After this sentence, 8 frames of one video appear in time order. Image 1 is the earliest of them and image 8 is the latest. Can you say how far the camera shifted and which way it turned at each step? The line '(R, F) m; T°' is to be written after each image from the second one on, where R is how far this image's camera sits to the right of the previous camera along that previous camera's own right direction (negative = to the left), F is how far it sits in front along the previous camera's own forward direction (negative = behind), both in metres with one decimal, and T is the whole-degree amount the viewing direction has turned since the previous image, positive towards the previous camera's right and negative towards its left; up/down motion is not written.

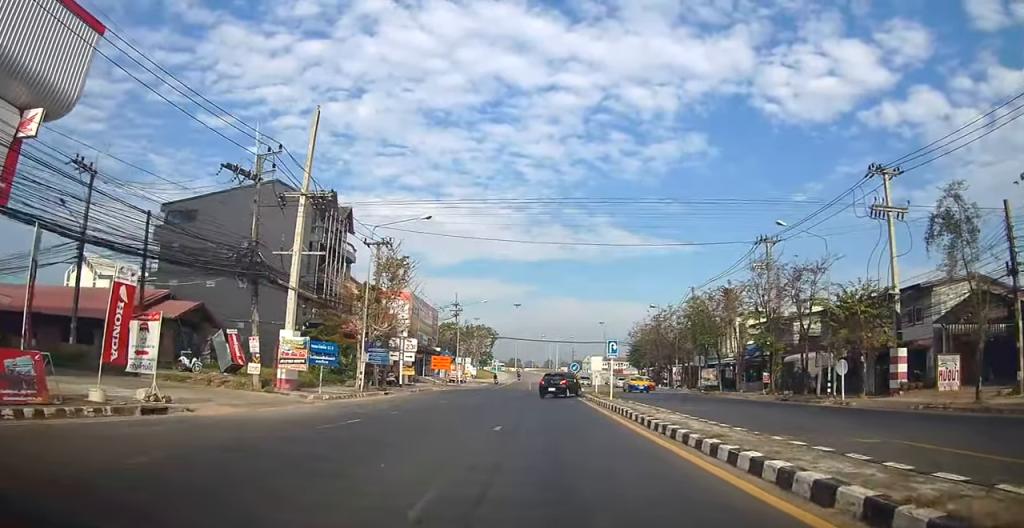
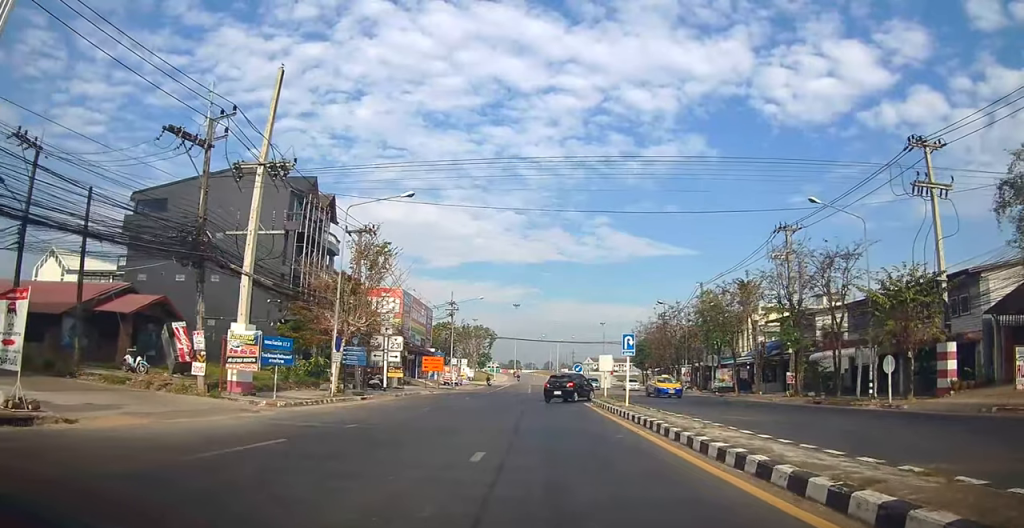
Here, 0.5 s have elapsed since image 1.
(0.0, +4.8) m; -1°
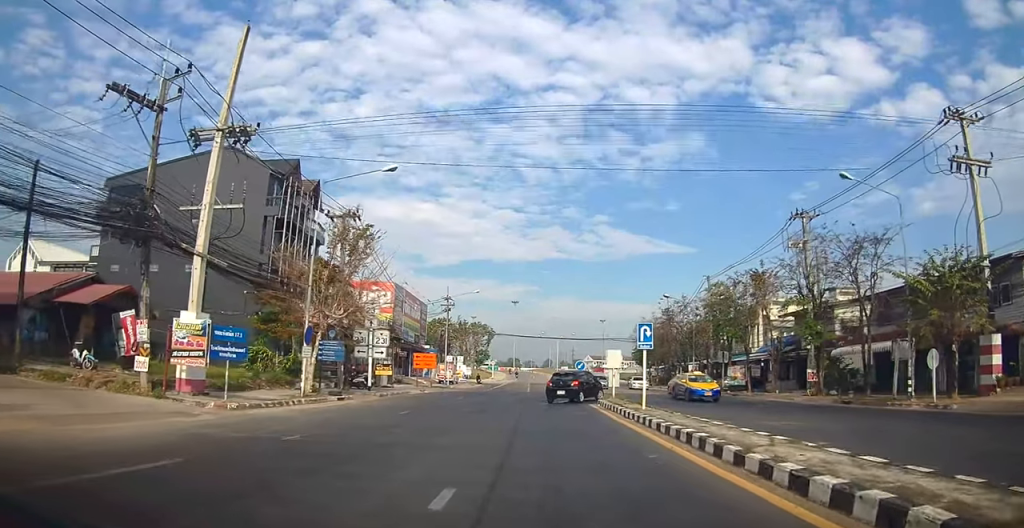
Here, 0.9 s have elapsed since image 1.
(-0.1, +3.6) m; 0°
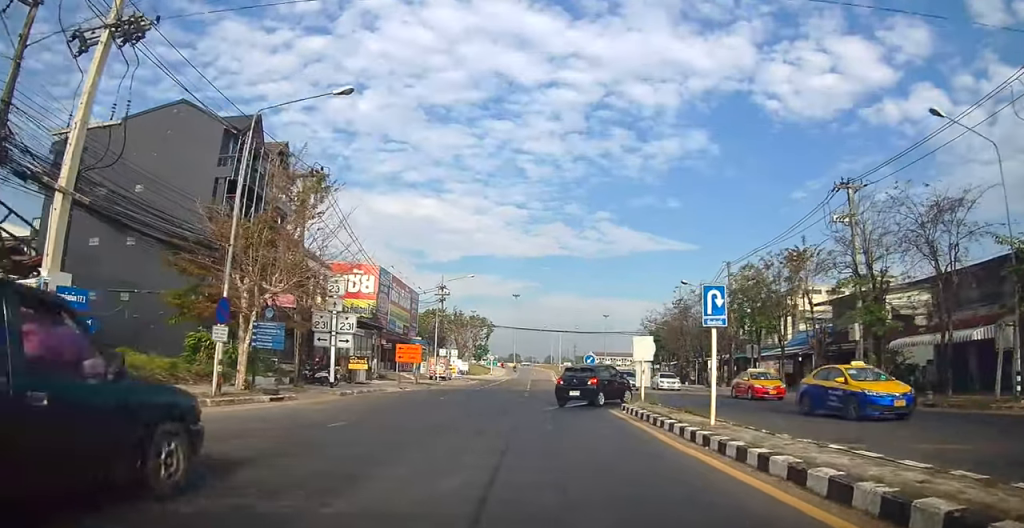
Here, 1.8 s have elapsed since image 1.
(0.0, +7.1) m; 0°
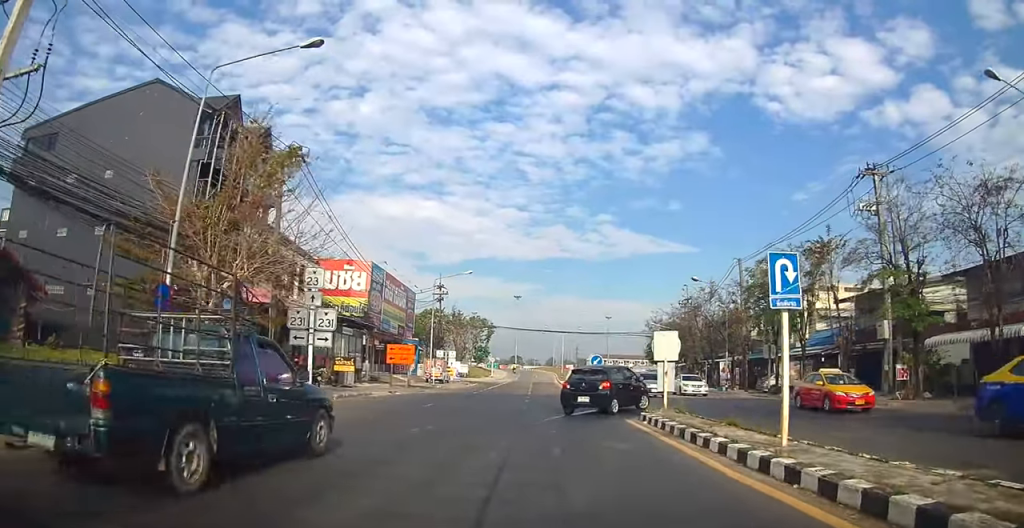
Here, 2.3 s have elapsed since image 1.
(+0.2, +3.6) m; 0°
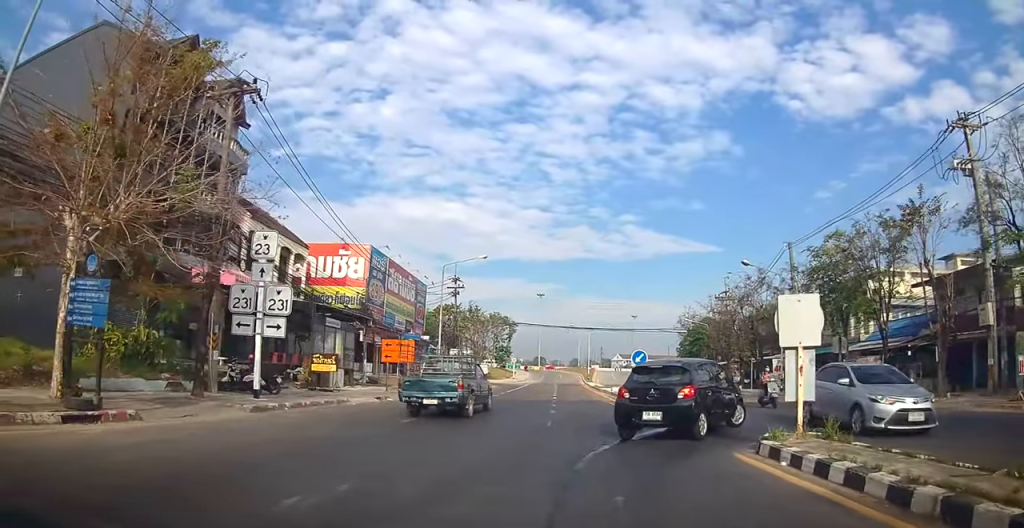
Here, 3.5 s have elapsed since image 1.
(-0.3, +8.6) m; -2°
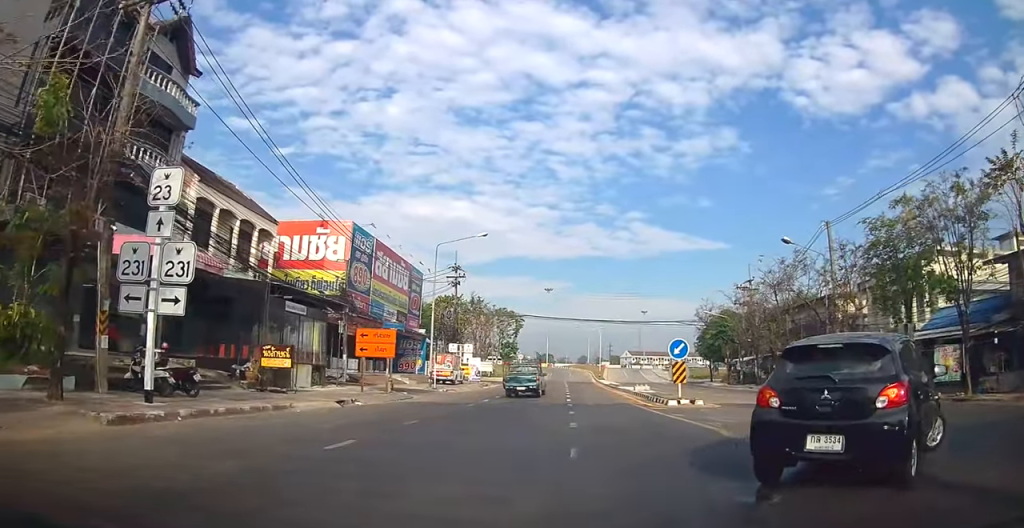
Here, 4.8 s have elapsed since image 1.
(+0.2, +7.1) m; +2°
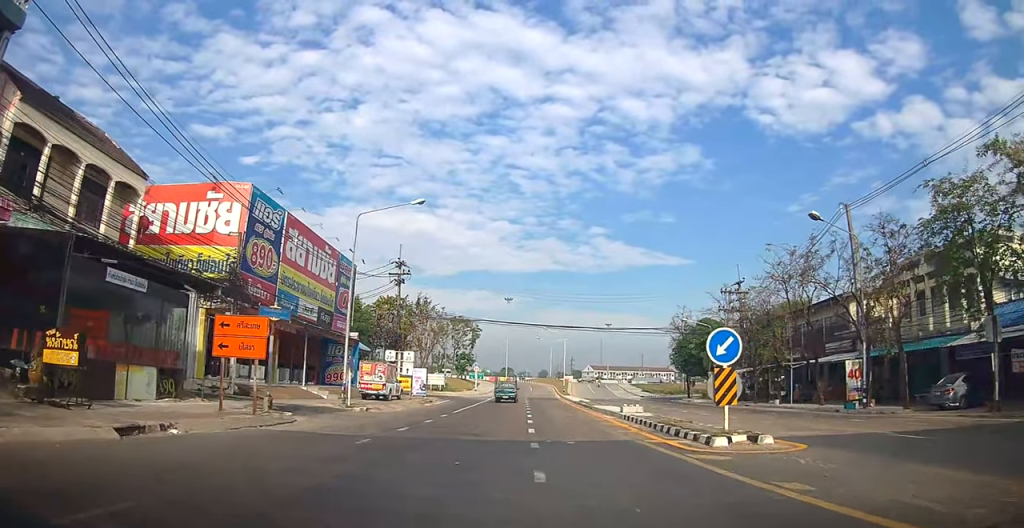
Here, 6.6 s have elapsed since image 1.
(-0.3, +9.0) m; -4°
